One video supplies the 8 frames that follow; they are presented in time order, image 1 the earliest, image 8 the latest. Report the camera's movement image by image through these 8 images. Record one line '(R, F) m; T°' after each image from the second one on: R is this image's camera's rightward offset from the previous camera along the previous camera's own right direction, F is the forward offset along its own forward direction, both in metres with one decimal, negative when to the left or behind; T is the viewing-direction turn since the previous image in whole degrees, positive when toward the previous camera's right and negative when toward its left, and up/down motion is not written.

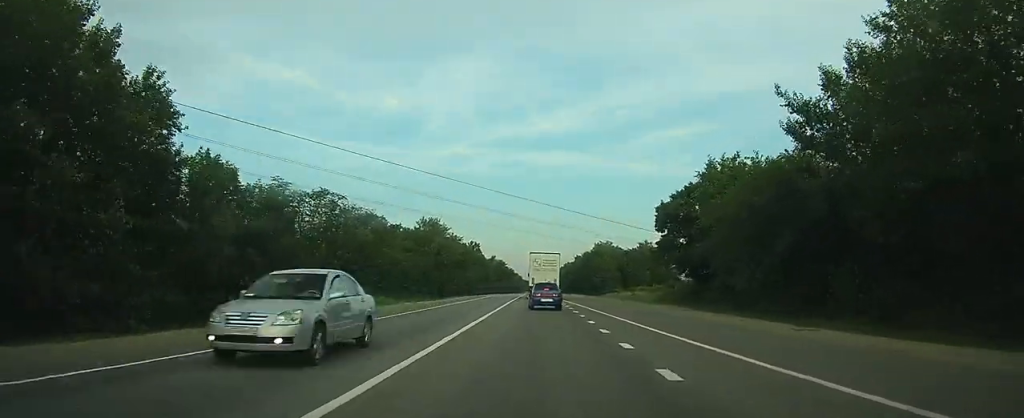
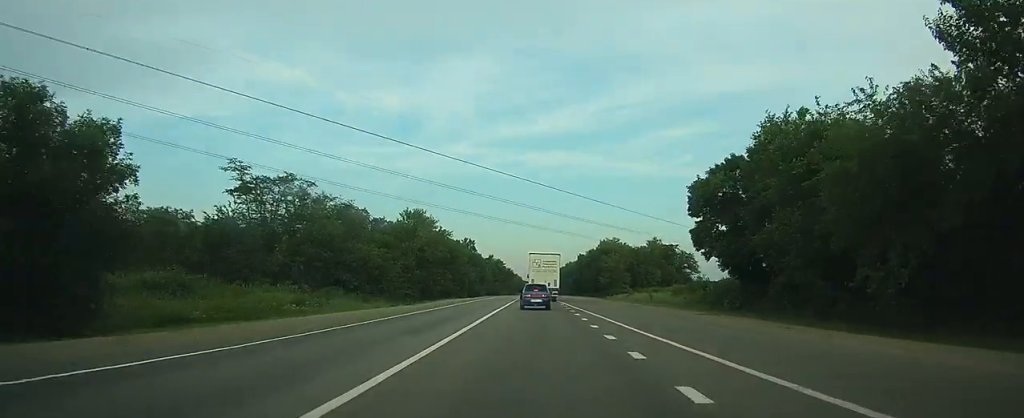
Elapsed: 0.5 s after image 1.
(0.0, +13.4) m; 0°
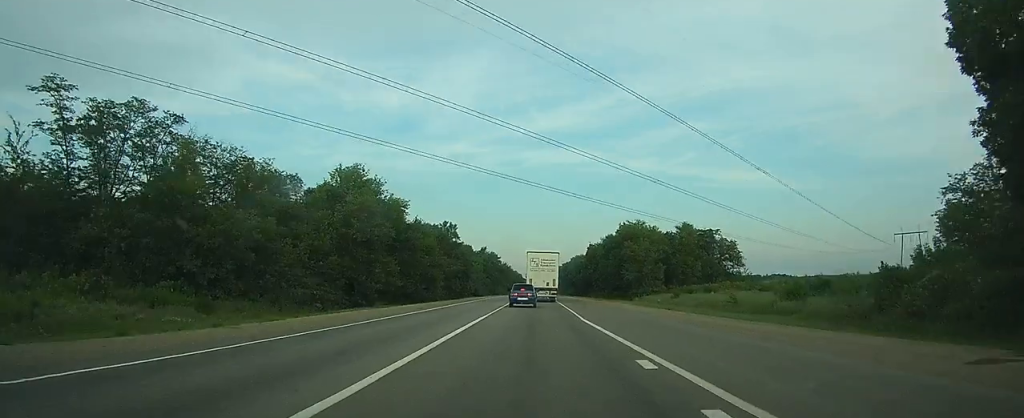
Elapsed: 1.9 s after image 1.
(0.0, +33.3) m; 0°
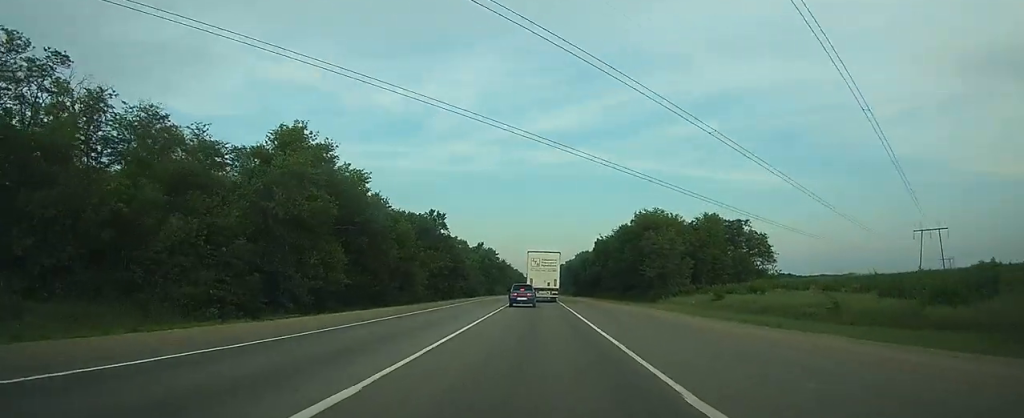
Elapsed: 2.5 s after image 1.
(0.0, +15.8) m; 0°
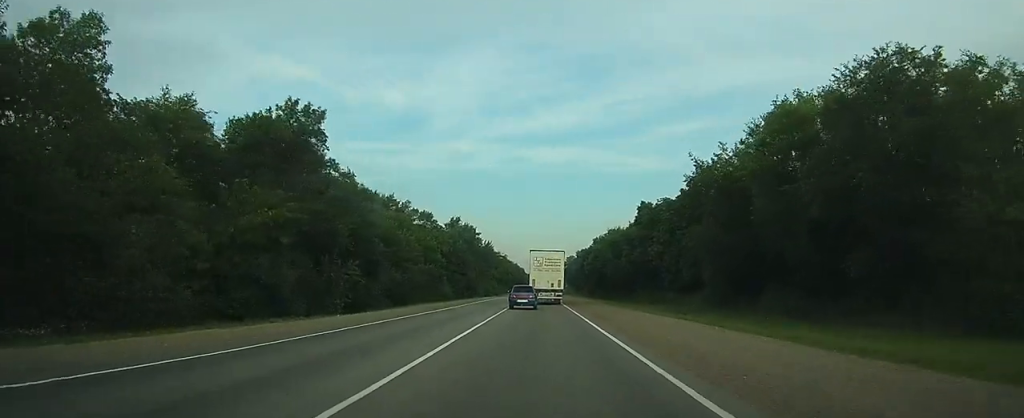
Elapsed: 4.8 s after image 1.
(0.0, +57.2) m; 0°
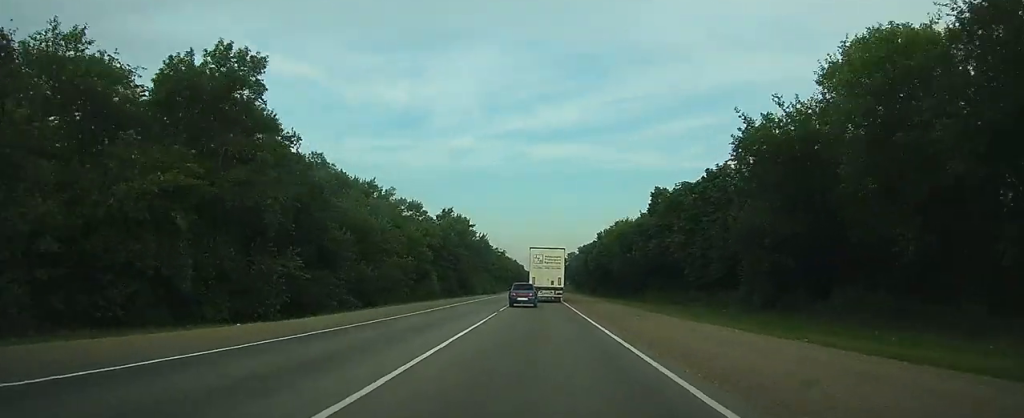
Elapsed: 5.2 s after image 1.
(0.0, +10.0) m; 0°
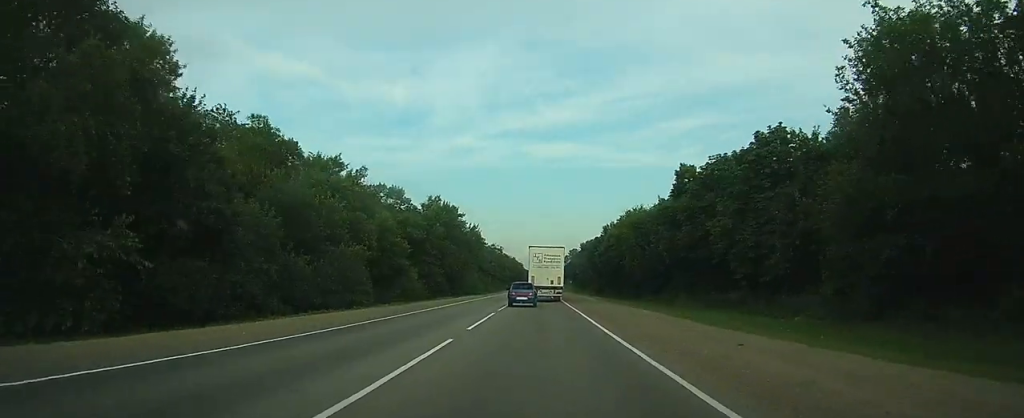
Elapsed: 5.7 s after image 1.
(0.0, +13.3) m; 0°
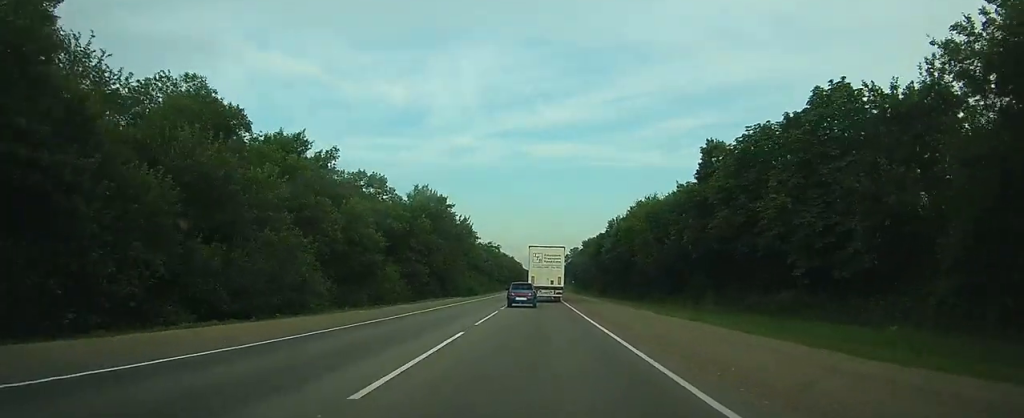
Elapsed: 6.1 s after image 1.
(0.0, +10.0) m; 0°
